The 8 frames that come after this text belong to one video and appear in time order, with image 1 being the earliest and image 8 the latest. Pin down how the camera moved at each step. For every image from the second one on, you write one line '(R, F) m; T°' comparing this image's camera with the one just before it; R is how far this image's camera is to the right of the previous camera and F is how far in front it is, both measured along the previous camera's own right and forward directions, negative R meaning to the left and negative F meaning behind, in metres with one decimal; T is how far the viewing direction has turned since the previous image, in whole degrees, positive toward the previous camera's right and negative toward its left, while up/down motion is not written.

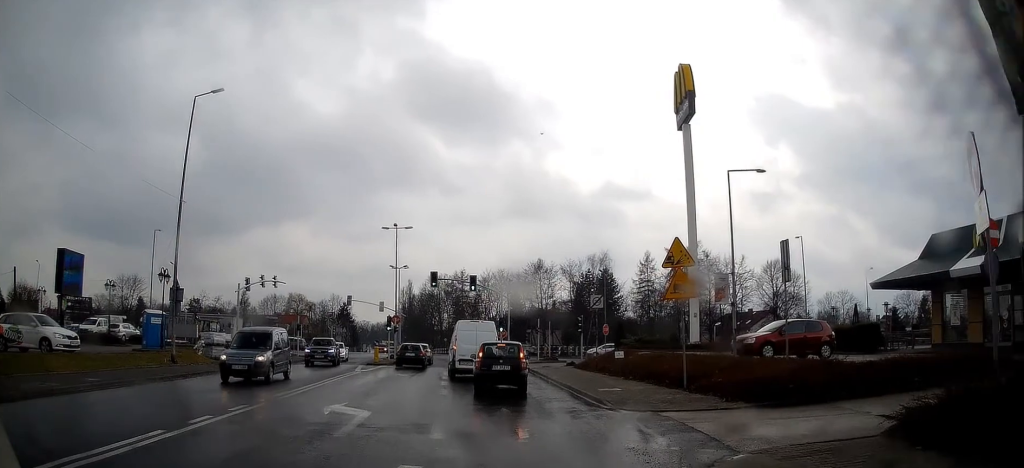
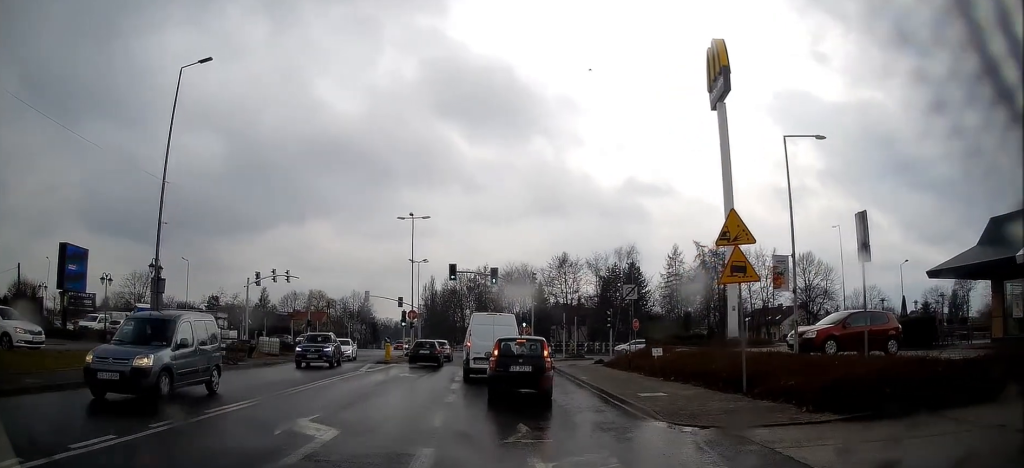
(0.0, +3.1) m; -3°
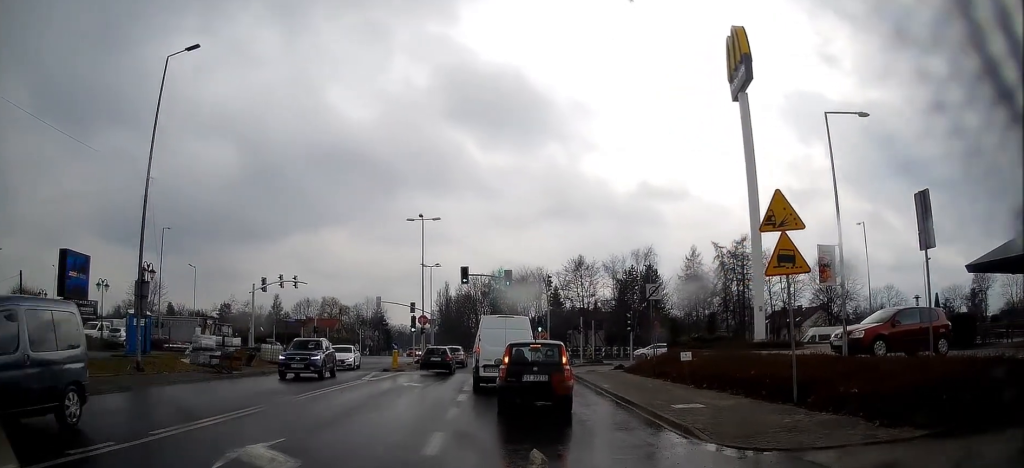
(0.0, +2.1) m; -4°
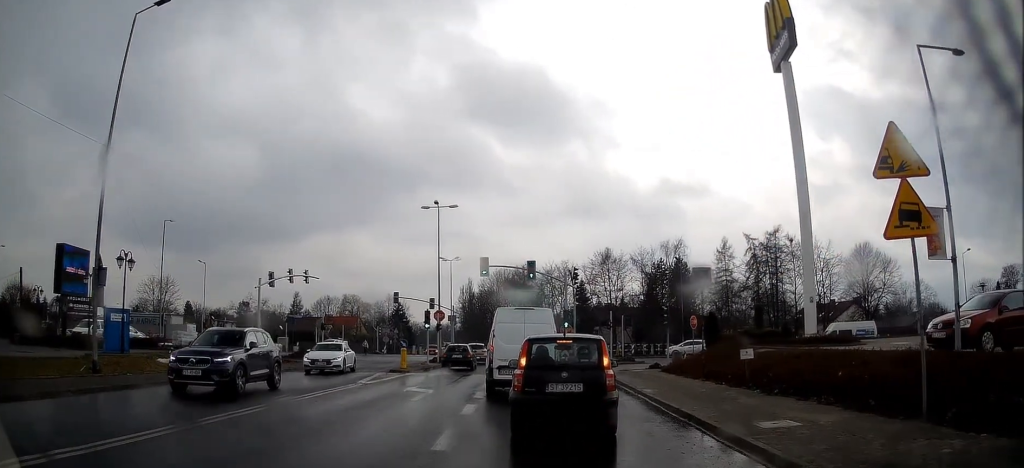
(-0.4, +4.0) m; -5°
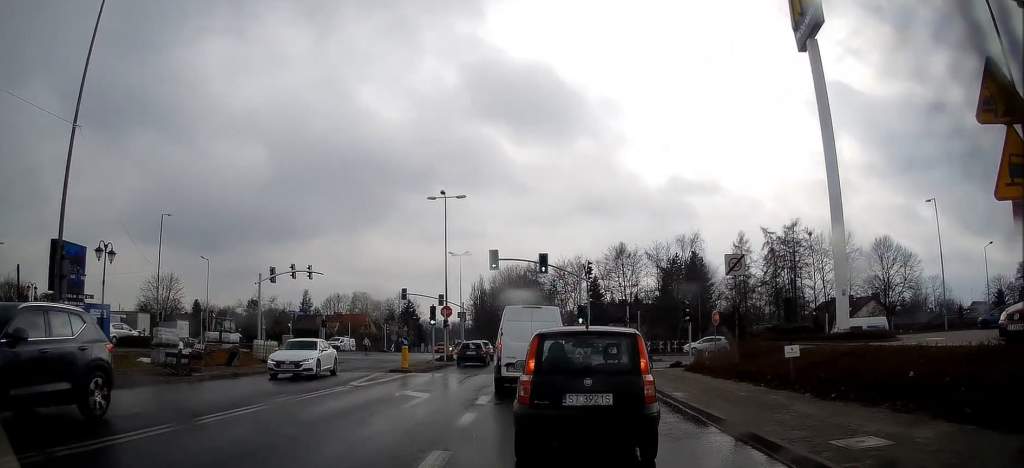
(0.0, +2.7) m; +2°
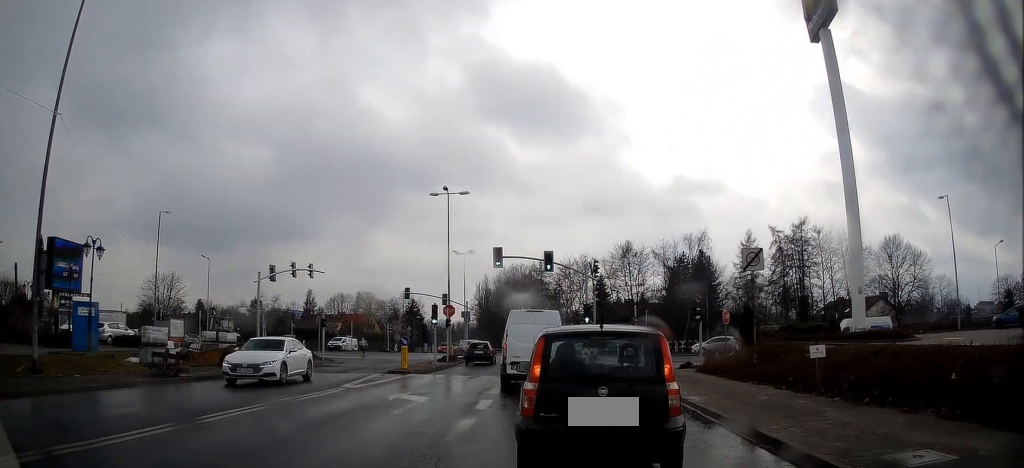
(+0.1, +1.6) m; 0°
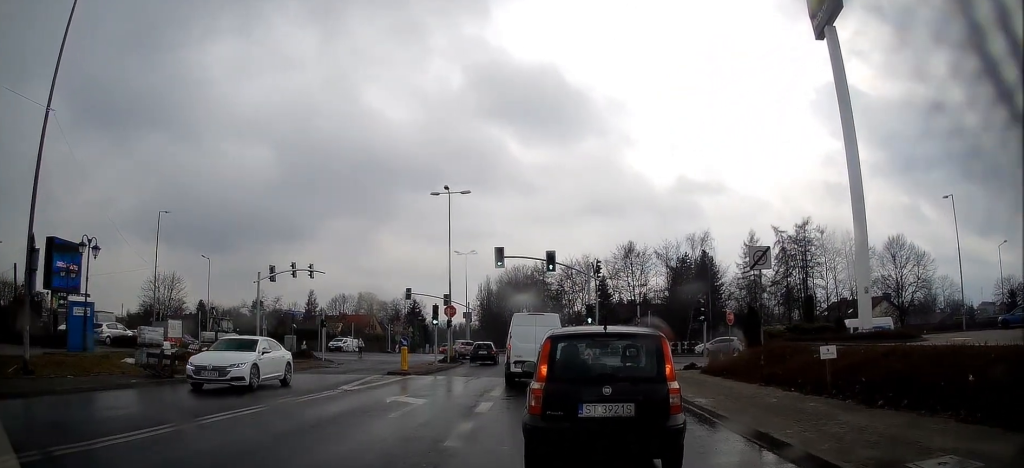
(0.0, +0.8) m; 0°
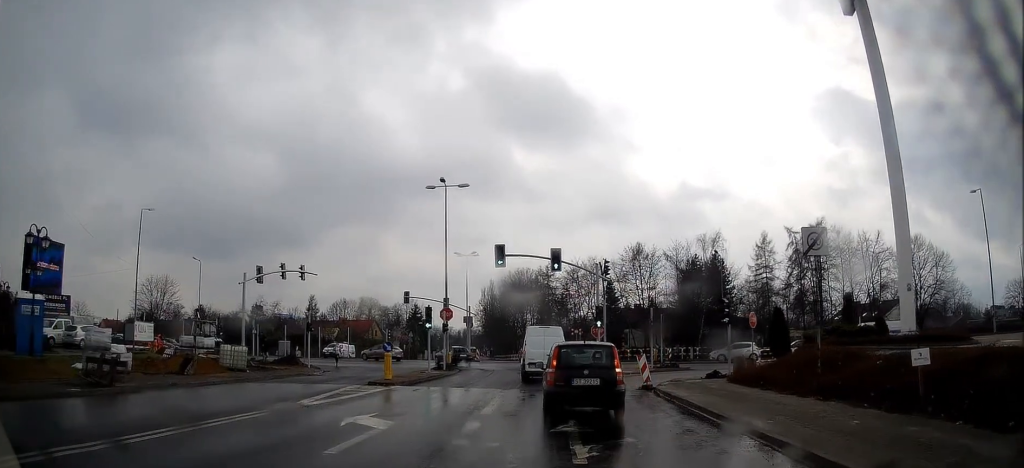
(0.0, +3.8) m; +1°
